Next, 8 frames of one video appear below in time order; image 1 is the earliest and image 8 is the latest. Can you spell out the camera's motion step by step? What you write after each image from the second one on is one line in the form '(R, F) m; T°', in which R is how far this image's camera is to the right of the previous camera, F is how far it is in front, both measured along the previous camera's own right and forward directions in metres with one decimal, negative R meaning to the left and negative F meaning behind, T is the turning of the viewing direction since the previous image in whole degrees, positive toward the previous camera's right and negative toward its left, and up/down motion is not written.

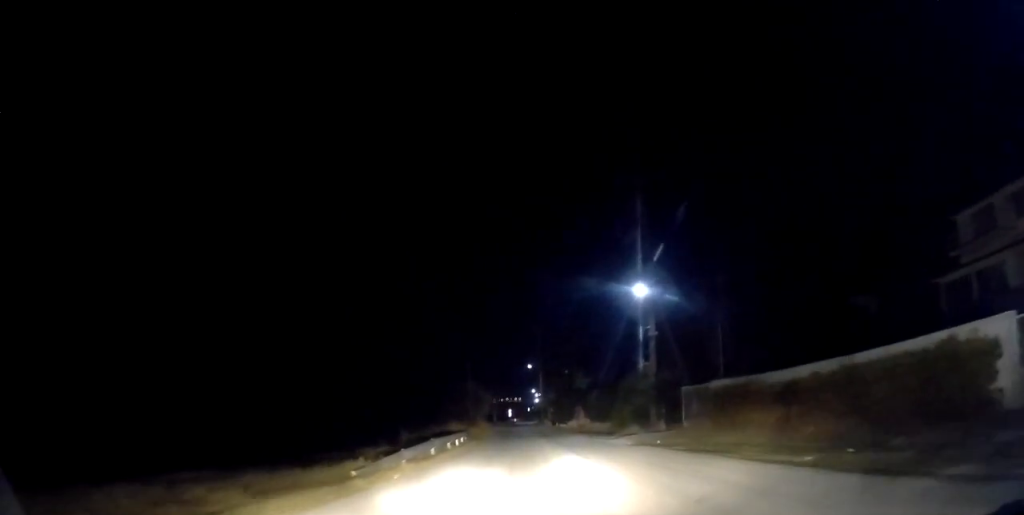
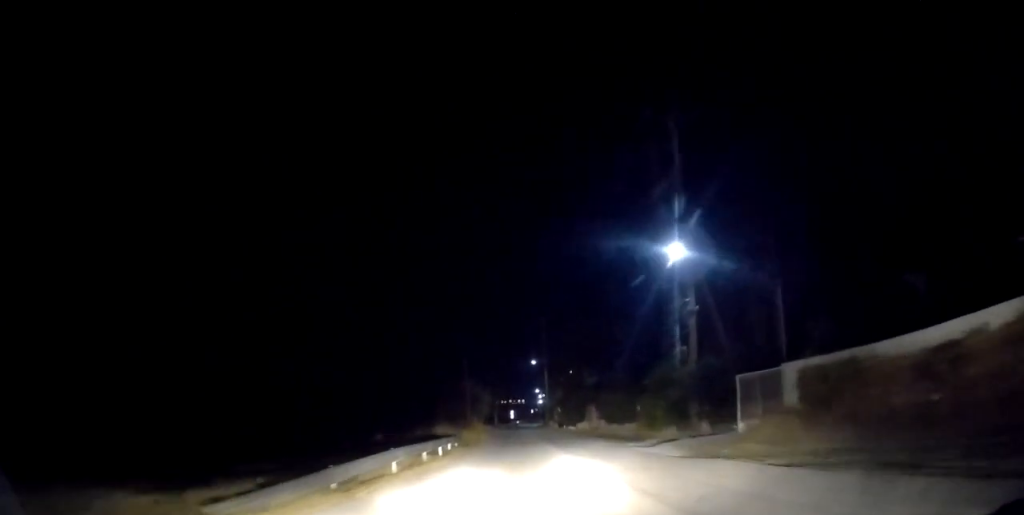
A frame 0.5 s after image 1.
(0.0, +6.7) m; -1°
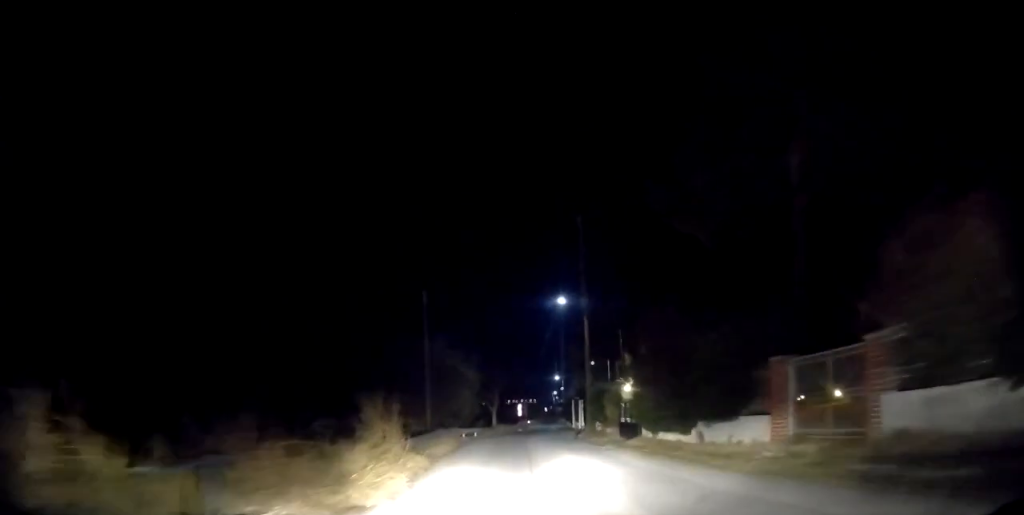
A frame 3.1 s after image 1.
(-0.2, +30.9) m; 0°
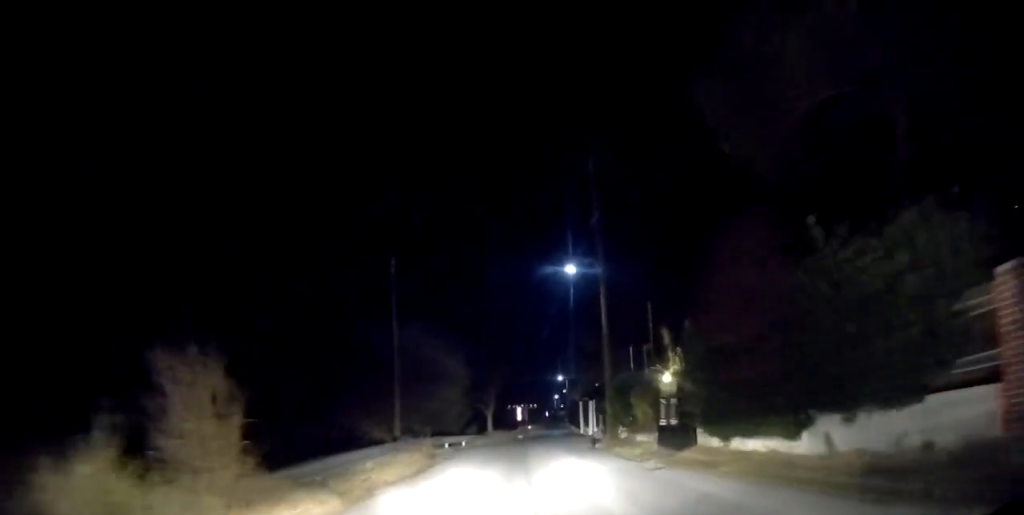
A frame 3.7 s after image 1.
(0.0, +7.1) m; 0°
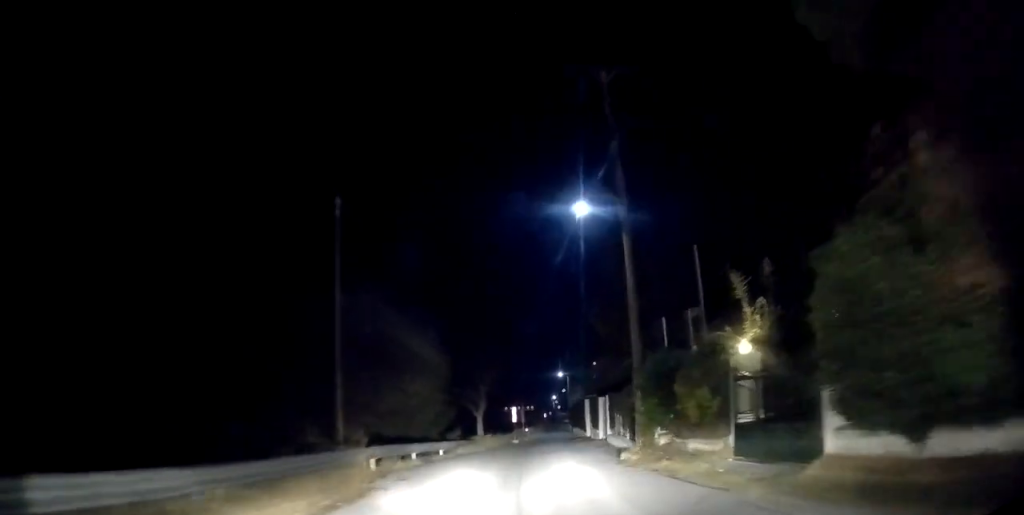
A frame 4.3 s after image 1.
(+0.2, +6.8) m; 0°
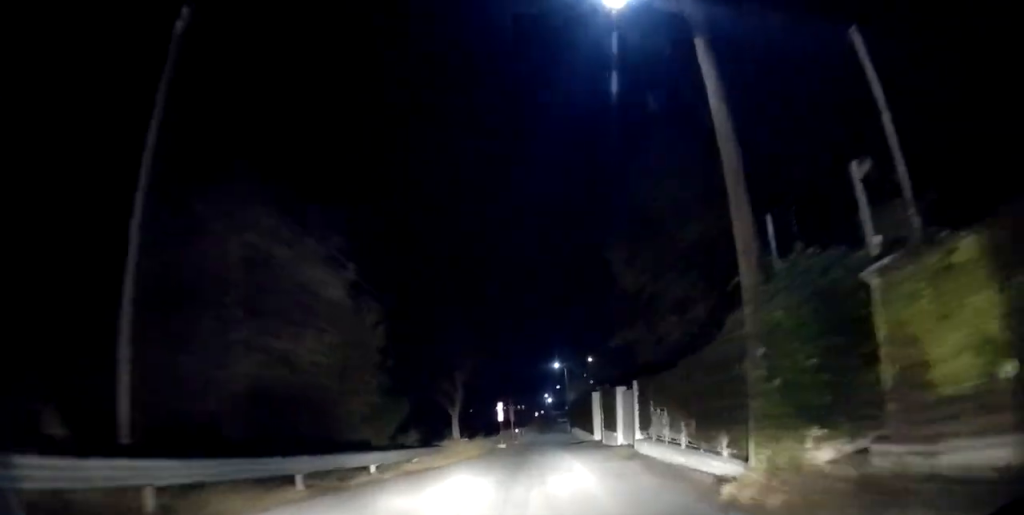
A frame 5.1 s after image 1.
(-0.3, +9.0) m; -1°
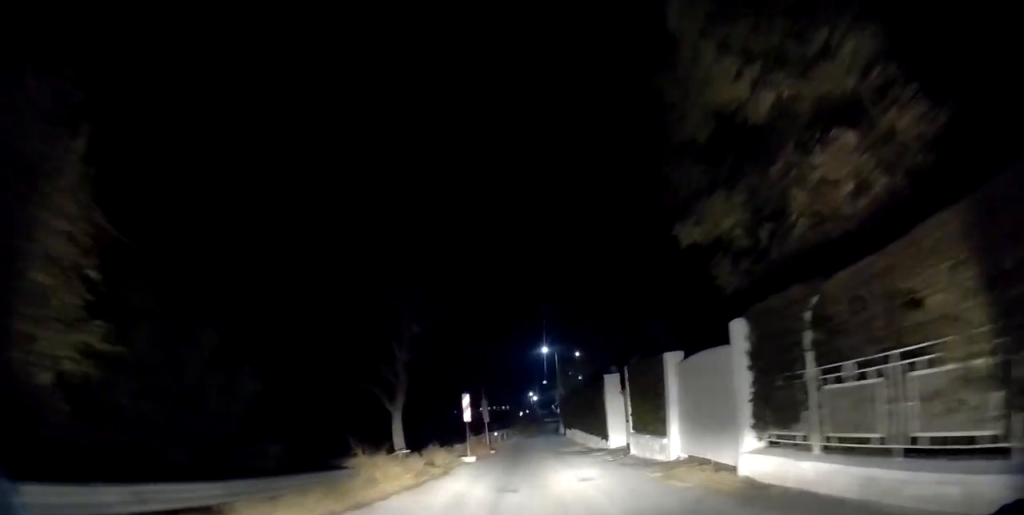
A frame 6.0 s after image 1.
(-0.1, +10.4) m; +1°
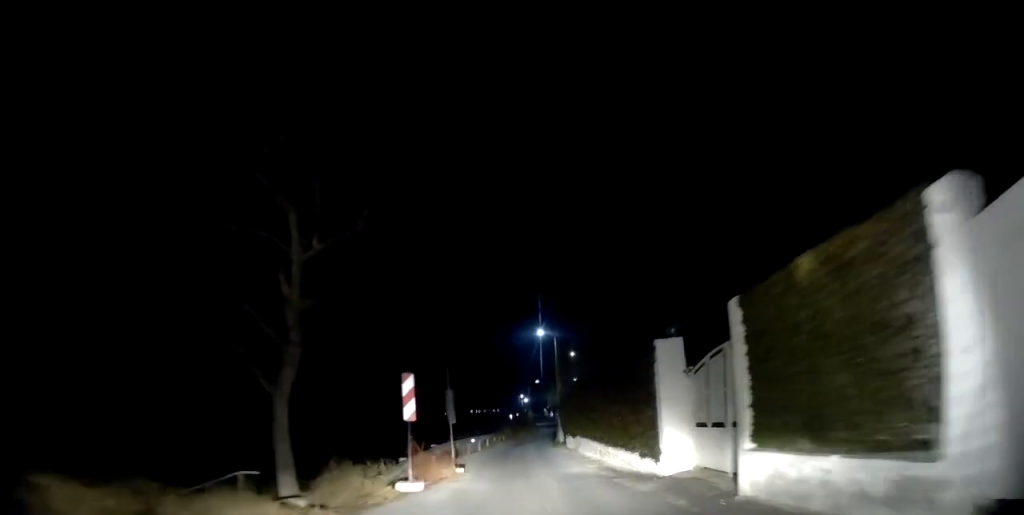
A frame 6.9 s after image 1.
(+0.2, +9.3) m; +3°
